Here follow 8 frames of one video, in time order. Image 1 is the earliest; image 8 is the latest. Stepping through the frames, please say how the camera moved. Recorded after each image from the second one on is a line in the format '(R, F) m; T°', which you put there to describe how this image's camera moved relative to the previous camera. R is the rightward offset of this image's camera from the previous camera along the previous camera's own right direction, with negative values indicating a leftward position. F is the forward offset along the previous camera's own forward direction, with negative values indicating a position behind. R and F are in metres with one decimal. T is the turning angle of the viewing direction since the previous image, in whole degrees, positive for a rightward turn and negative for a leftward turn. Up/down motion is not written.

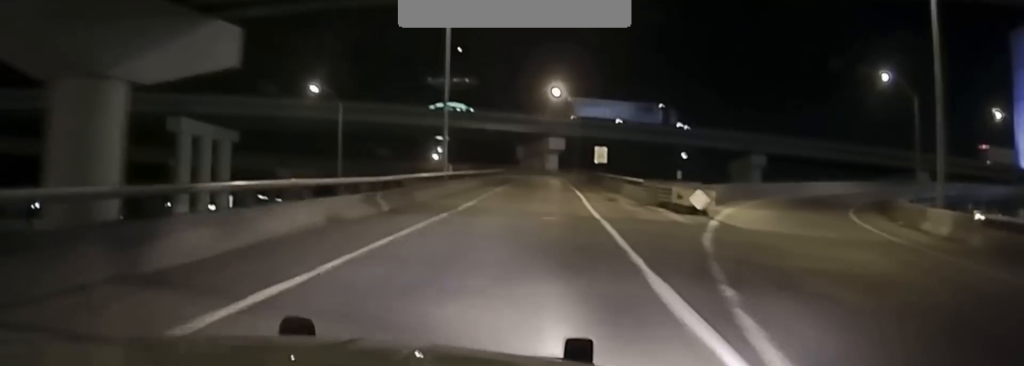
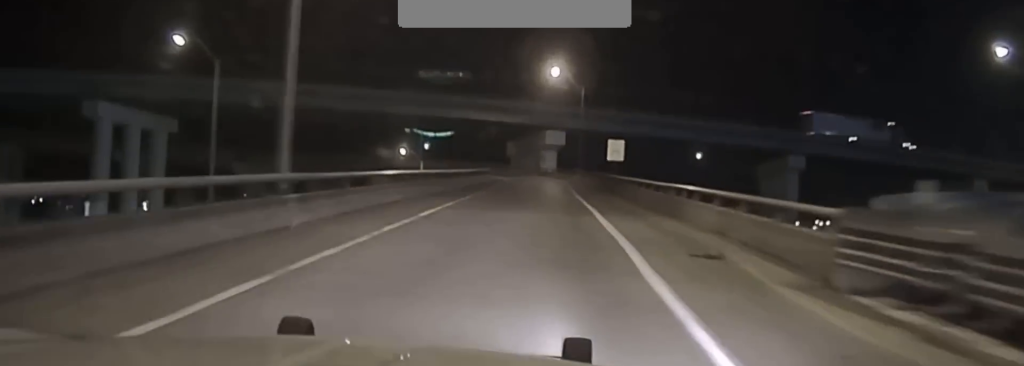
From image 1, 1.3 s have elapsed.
(+0.2, +23.2) m; +1°
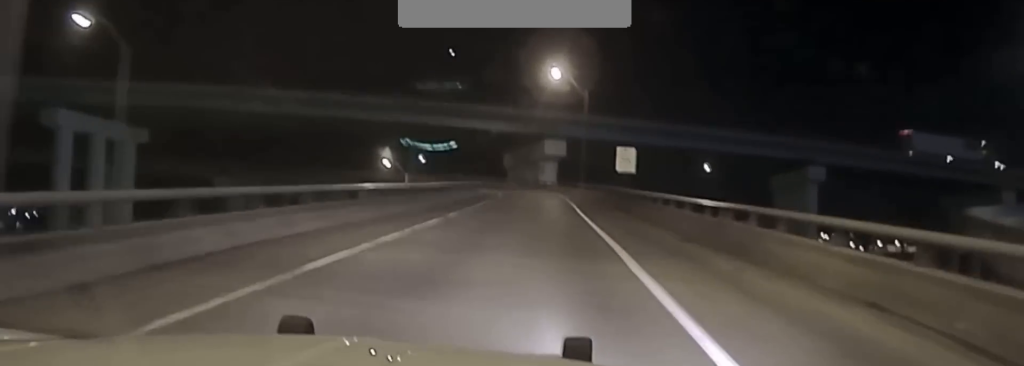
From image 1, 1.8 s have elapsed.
(0.0, +9.2) m; -1°
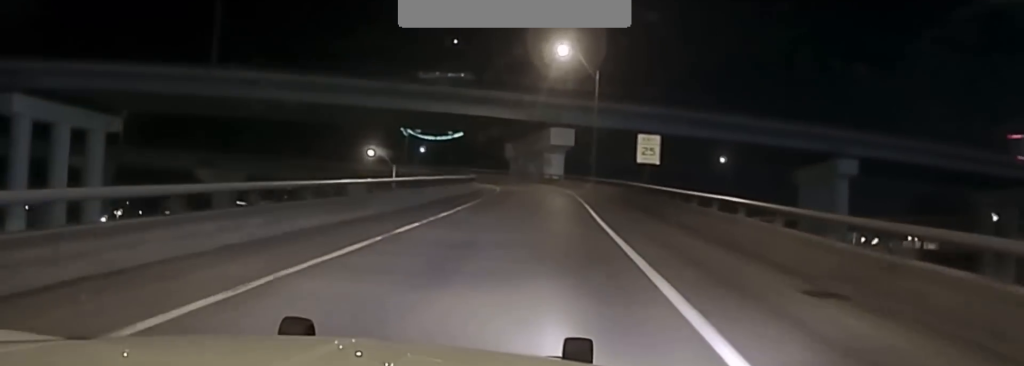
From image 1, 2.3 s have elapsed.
(+0.1, +9.2) m; -1°
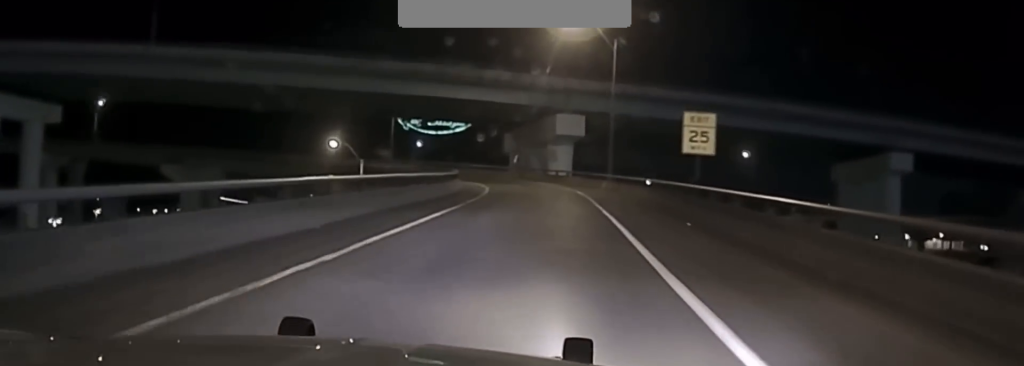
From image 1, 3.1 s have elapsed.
(-0.3, +13.0) m; +1°
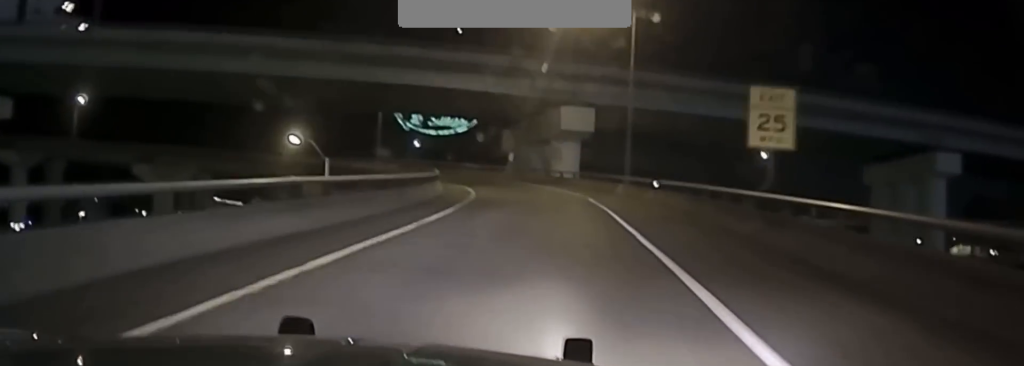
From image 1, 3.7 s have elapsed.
(0.0, +8.8) m; +1°
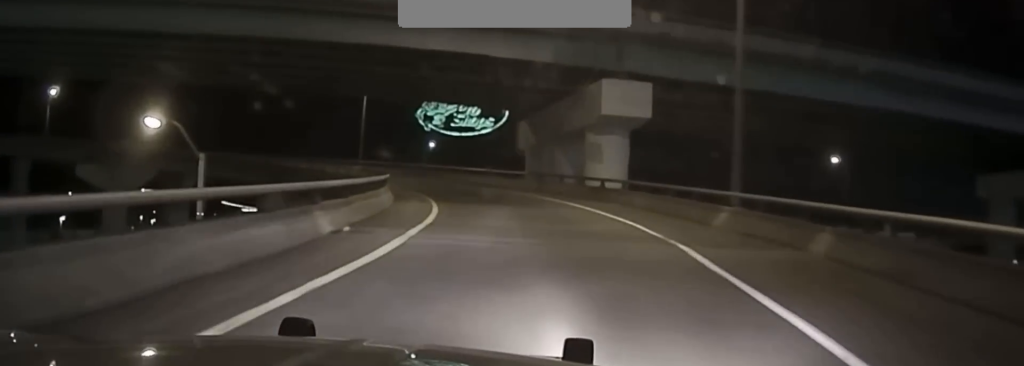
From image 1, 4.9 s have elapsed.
(+0.6, +18.1) m; 0°
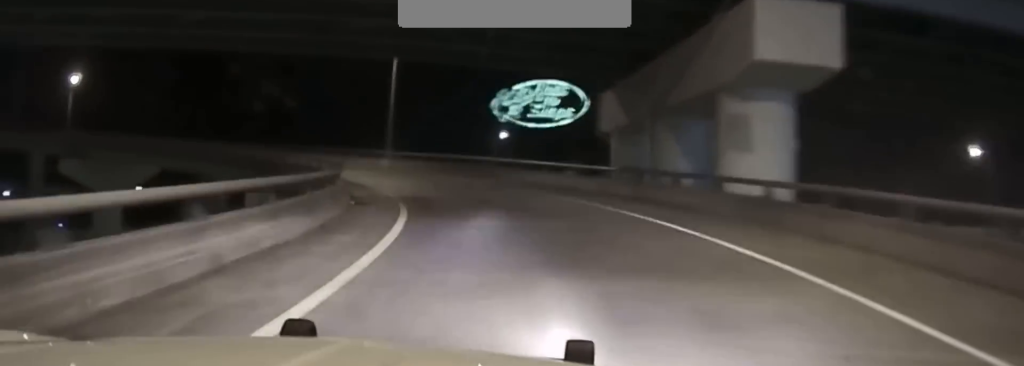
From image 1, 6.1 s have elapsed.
(-0.9, +17.8) m; -6°
